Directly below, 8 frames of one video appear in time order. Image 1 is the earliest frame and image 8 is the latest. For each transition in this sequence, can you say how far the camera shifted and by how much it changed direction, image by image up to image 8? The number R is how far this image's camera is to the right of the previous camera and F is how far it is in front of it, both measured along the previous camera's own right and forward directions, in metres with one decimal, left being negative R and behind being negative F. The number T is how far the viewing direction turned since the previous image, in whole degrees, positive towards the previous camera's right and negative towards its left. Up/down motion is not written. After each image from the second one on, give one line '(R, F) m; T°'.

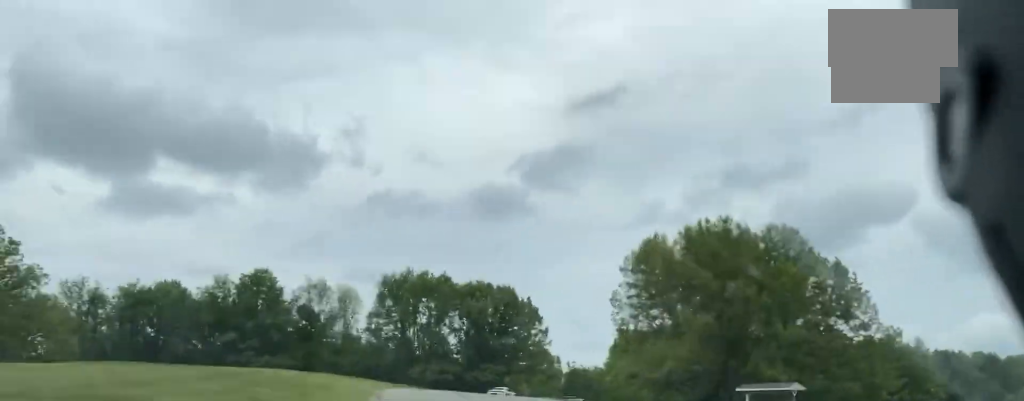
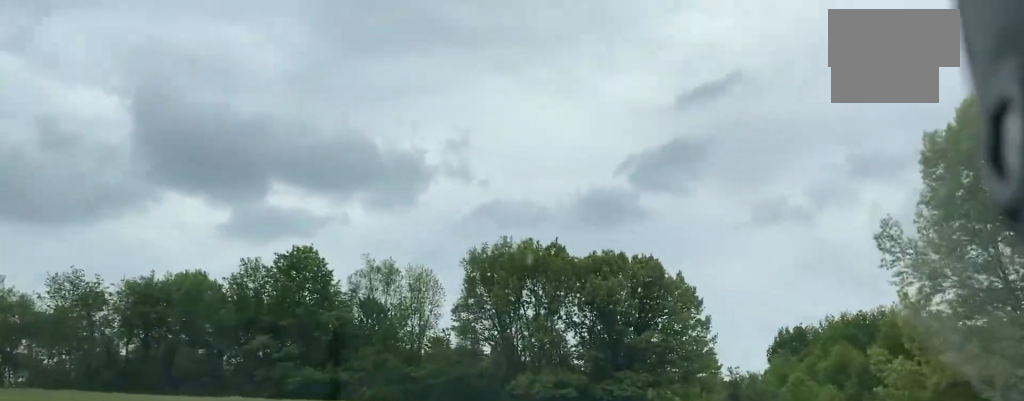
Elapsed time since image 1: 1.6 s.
(-6.3, +40.7) m; -8°
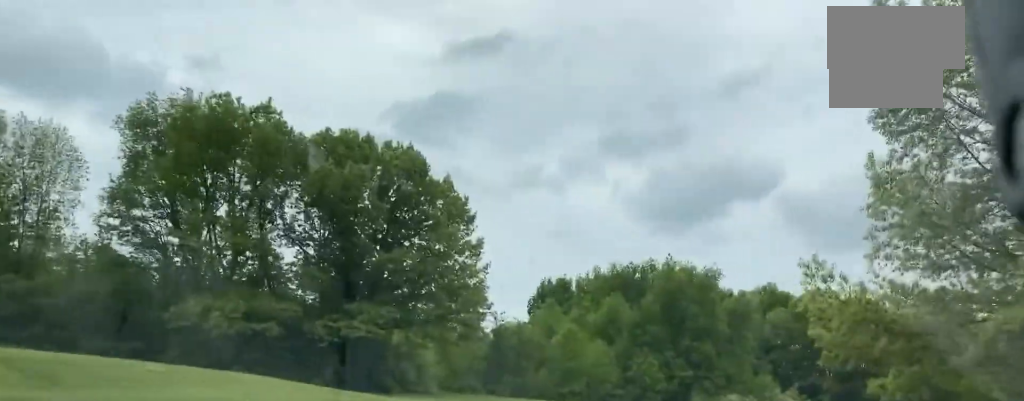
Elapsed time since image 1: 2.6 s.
(+2.1, +29.0) m; +18°
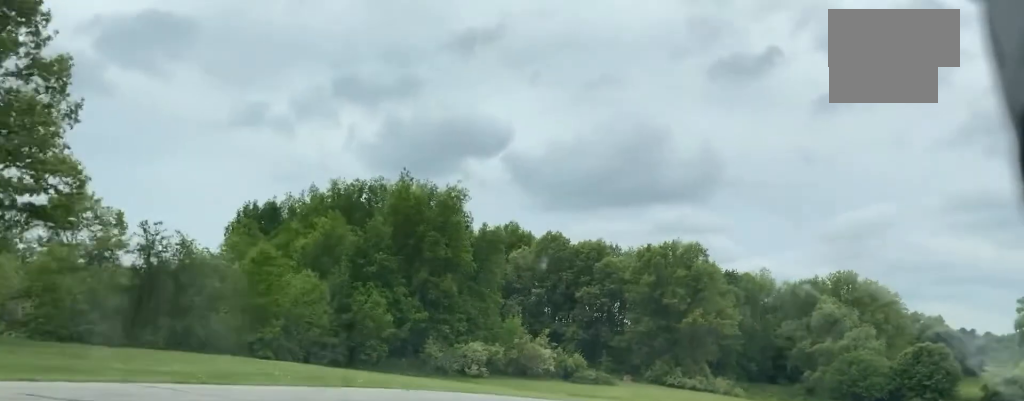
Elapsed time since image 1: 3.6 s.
(+6.9, +28.4) m; +22°
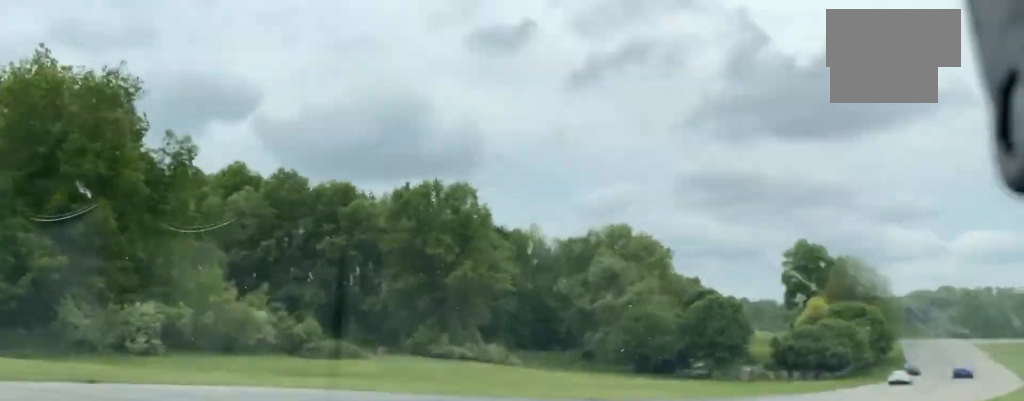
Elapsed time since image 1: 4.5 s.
(+3.3, +26.1) m; +18°
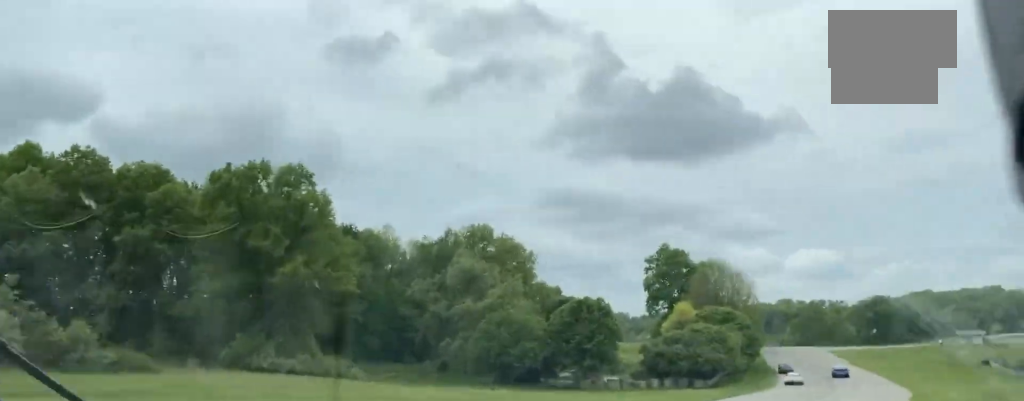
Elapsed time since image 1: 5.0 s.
(+2.6, +13.7) m; +9°
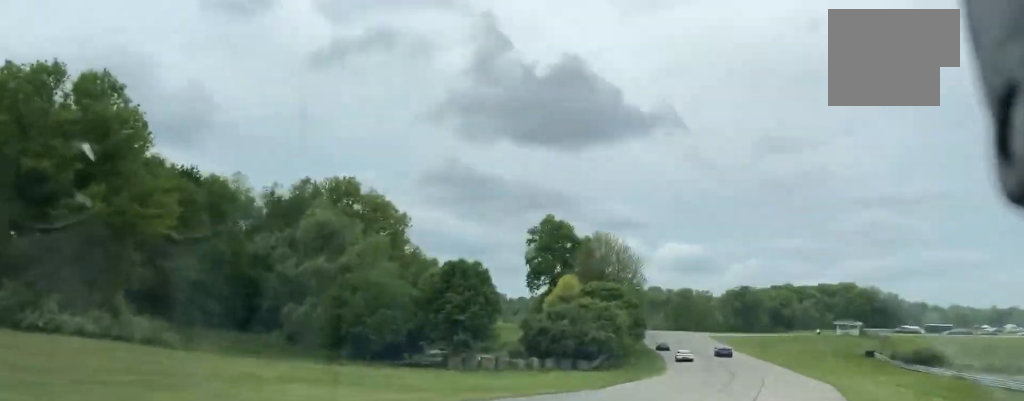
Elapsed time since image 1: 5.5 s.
(+0.4, +14.4) m; +10°
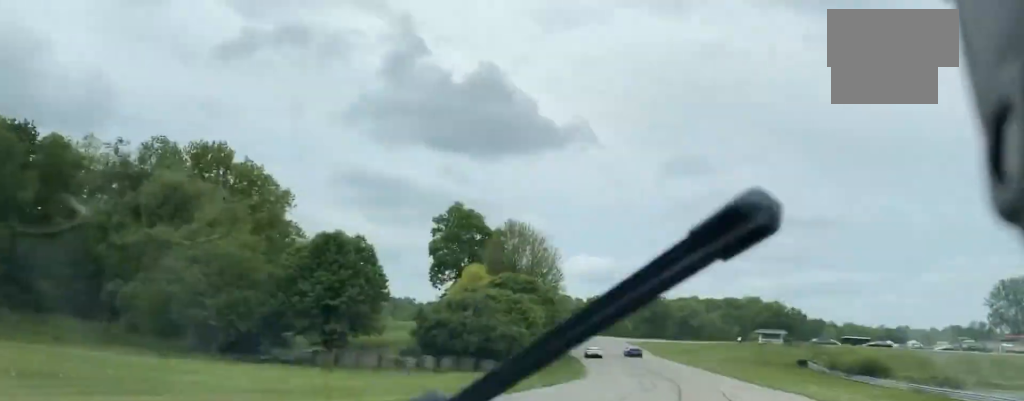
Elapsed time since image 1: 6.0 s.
(+2.1, +14.6) m; +7°
